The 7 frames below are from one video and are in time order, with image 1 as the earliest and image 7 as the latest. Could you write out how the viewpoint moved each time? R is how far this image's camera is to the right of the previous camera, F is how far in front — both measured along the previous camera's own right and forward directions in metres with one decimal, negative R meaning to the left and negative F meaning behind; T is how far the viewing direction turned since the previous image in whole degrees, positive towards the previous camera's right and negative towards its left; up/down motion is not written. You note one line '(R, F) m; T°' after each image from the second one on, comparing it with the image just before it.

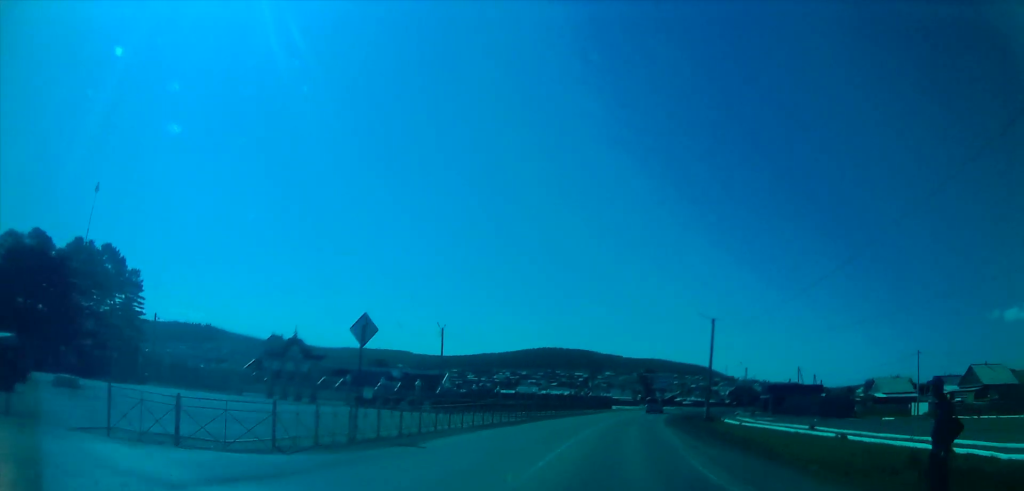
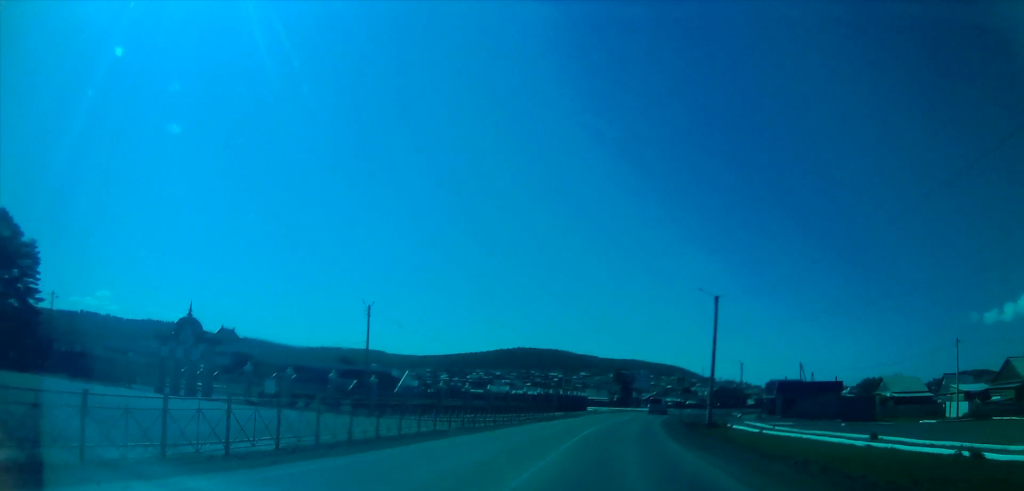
(+0.1, +16.3) m; +1°
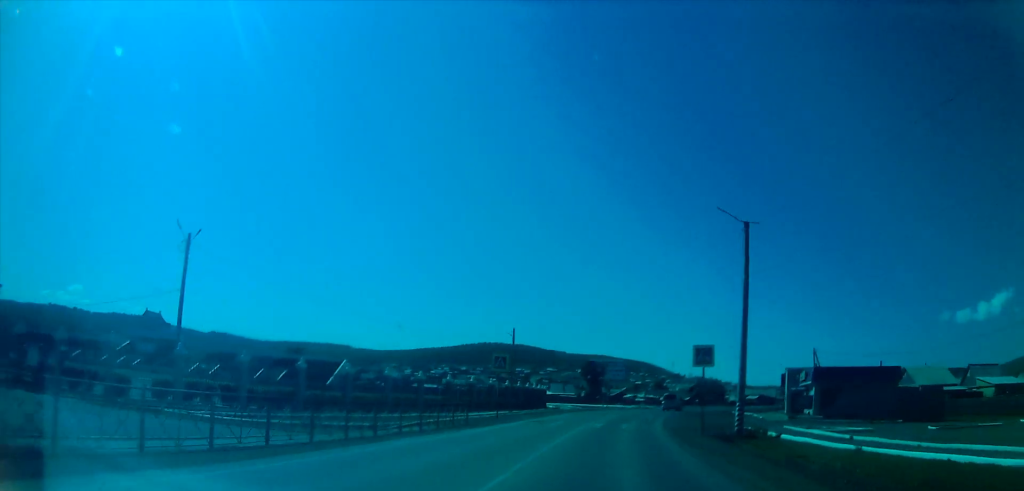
(0.0, +23.4) m; 0°
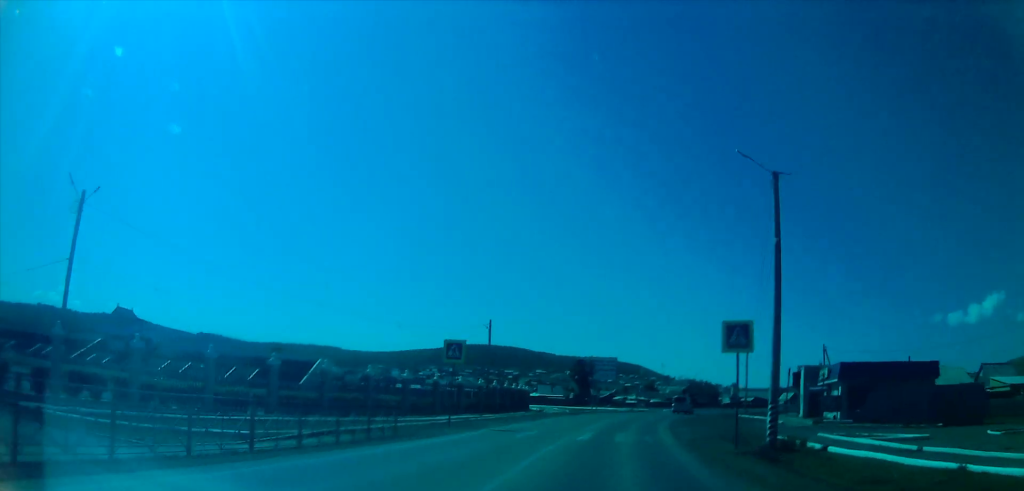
(0.0, +8.5) m; +2°
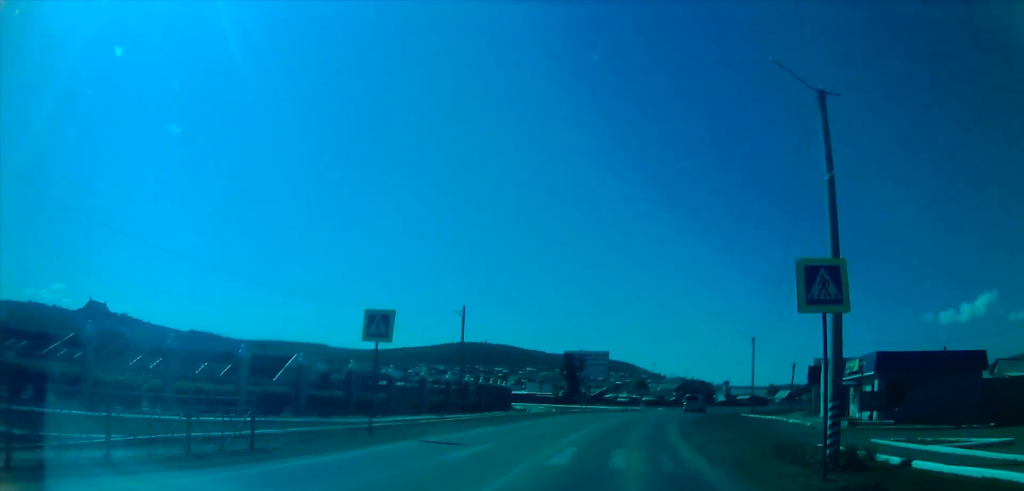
(-0.2, +7.9) m; +2°
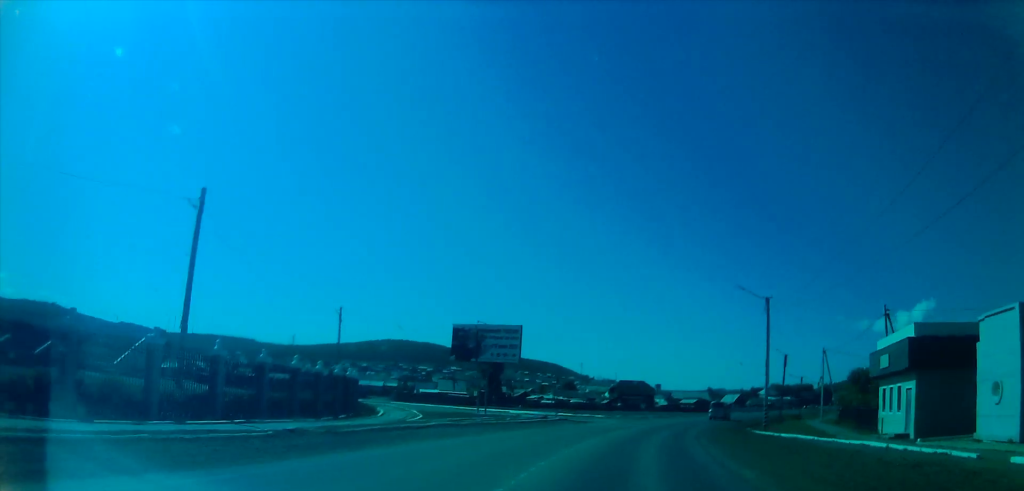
(+1.1, +31.0) m; +4°
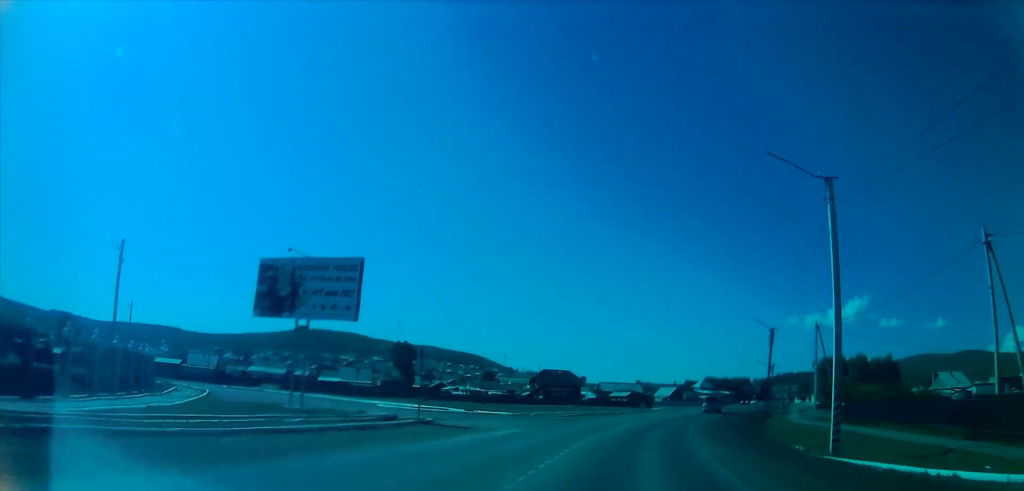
(+3.1, +23.5) m; +11°
